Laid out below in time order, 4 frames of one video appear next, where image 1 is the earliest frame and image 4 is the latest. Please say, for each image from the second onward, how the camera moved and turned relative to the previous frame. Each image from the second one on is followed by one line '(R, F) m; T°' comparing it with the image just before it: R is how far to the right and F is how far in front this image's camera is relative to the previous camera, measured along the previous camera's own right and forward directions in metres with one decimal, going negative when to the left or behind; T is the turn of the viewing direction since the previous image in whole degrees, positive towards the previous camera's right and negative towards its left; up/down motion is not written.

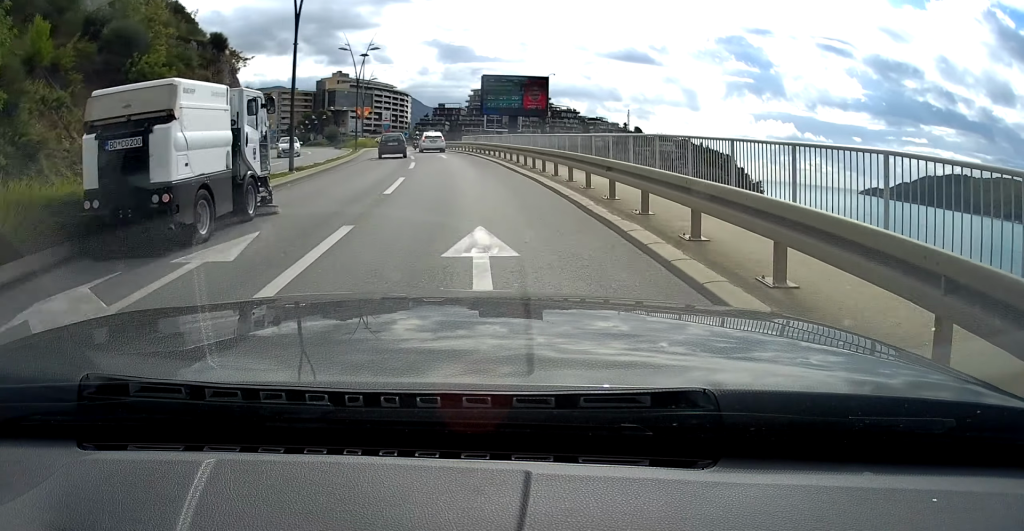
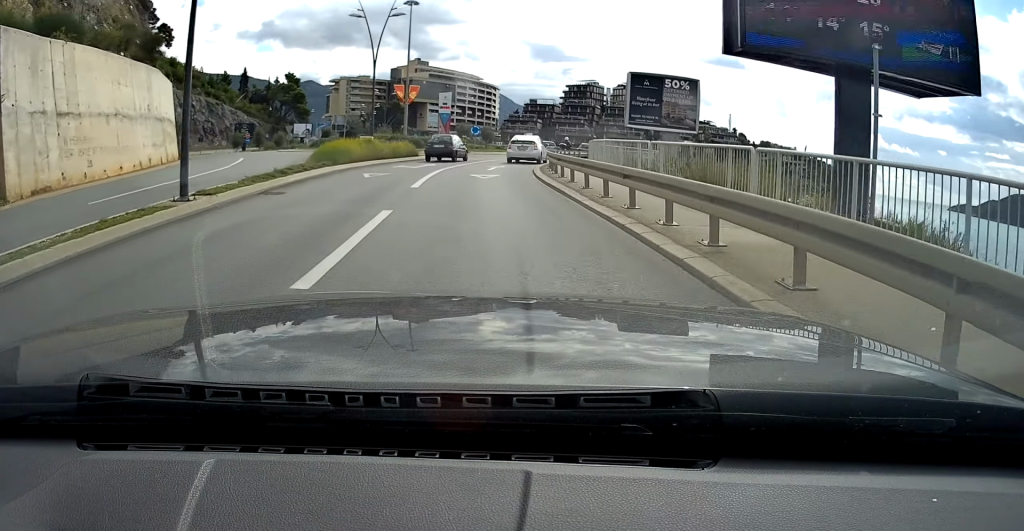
(-1.8, +40.1) m; -6°
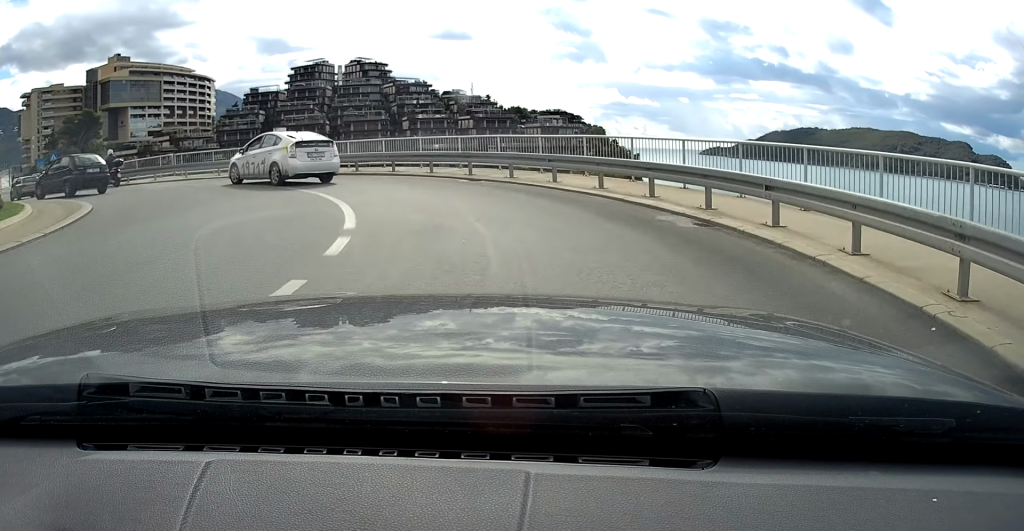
(+4.5, +50.7) m; +9°
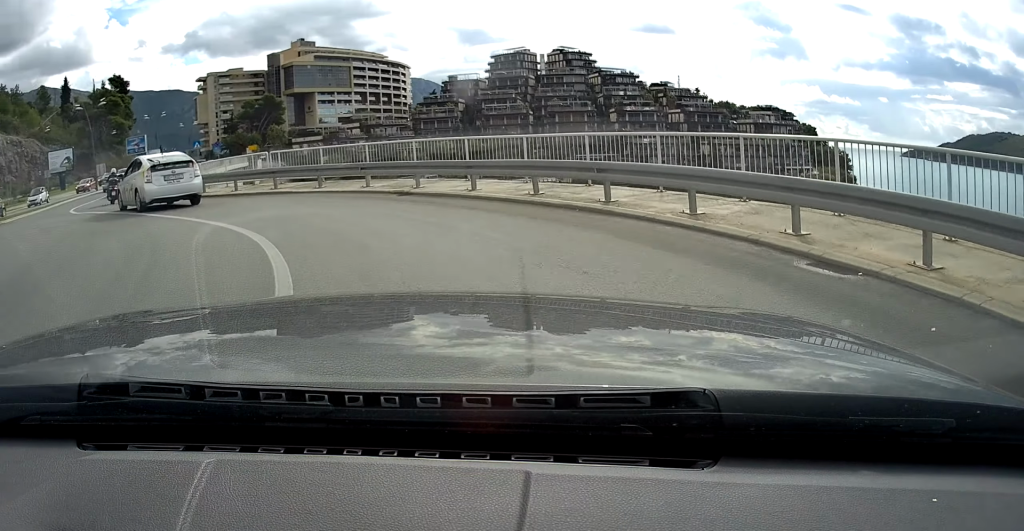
(+0.1, +11.8) m; -9°
